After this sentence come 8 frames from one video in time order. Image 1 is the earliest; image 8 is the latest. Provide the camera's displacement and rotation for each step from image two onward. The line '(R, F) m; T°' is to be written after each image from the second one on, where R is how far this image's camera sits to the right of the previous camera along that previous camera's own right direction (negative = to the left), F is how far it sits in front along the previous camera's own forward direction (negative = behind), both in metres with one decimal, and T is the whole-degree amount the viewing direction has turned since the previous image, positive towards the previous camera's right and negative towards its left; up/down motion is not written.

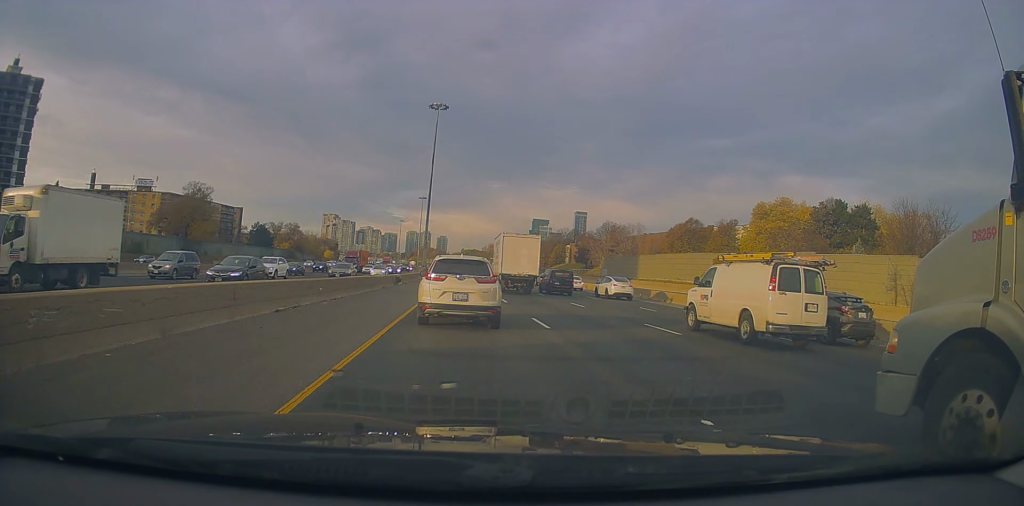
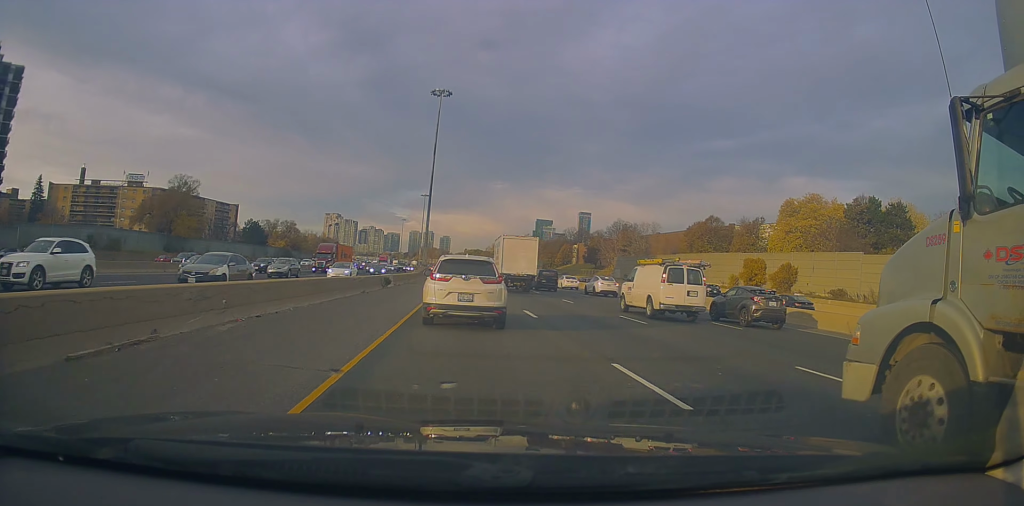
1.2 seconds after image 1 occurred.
(+0.5, +9.2) m; 0°
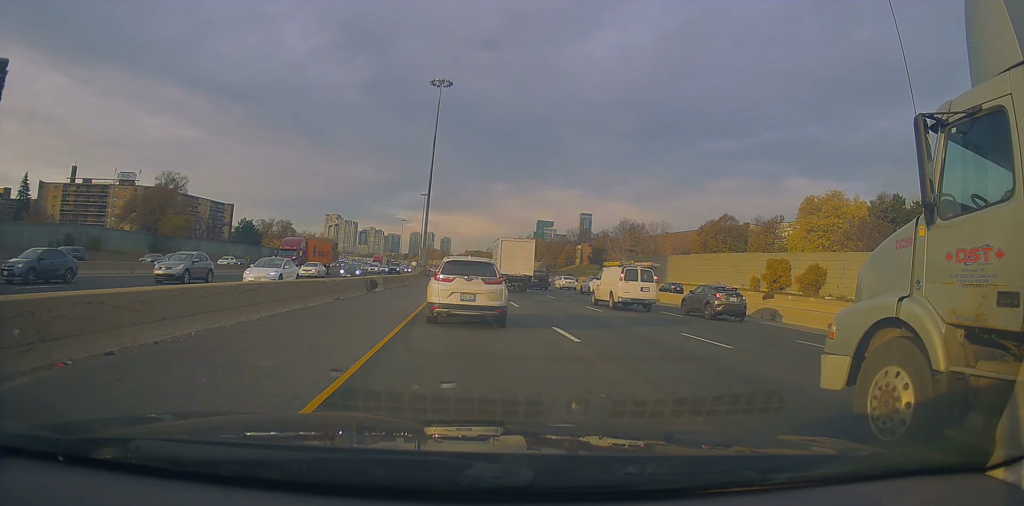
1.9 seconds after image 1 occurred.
(-0.2, +6.1) m; -3°
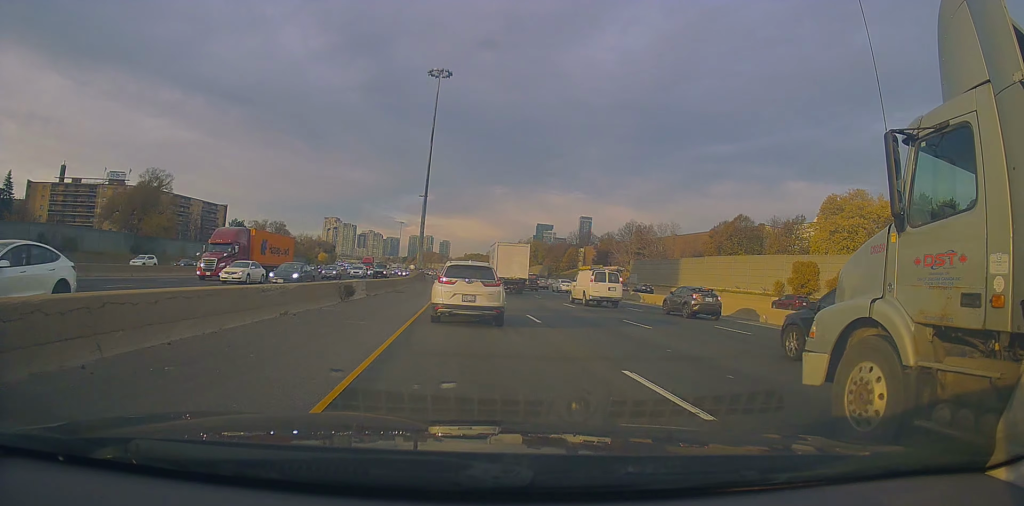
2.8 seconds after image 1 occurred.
(-0.1, +6.2) m; 0°
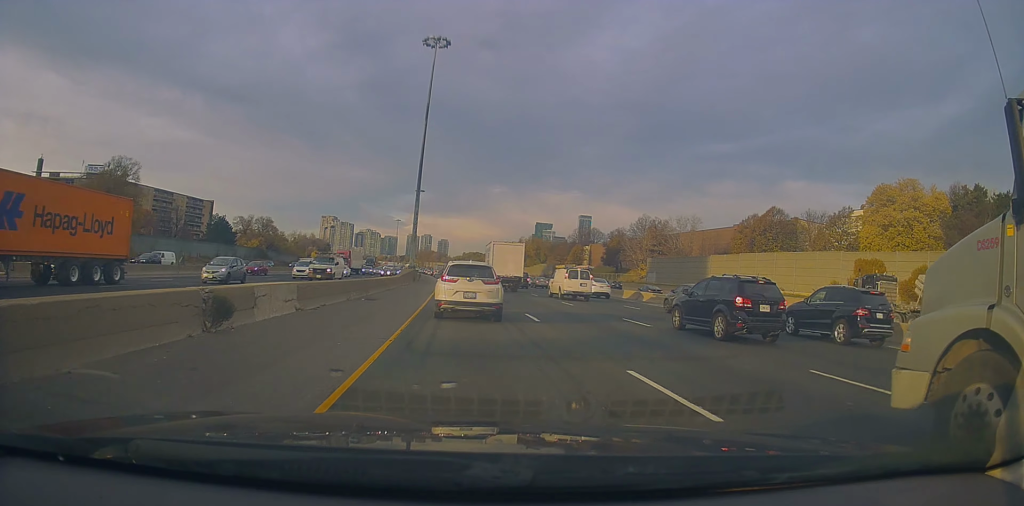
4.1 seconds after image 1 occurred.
(+0.3, +10.9) m; +1°
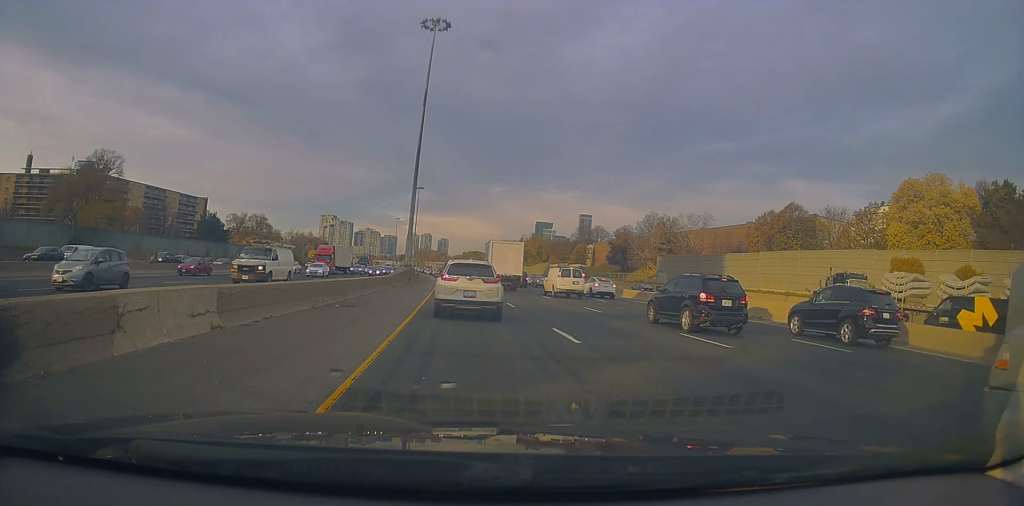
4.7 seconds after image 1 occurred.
(+0.1, +5.3) m; -2°
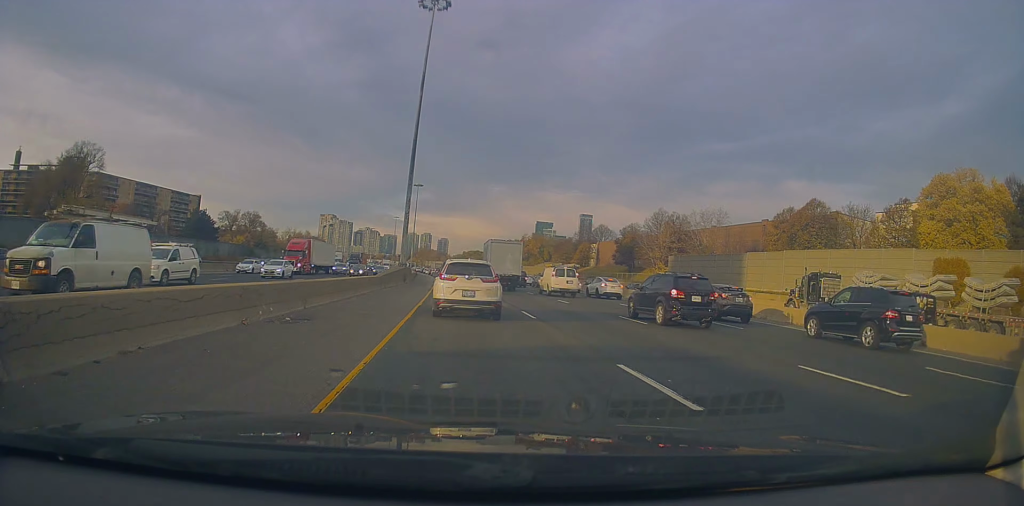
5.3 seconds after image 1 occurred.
(-0.3, +5.8) m; -1°
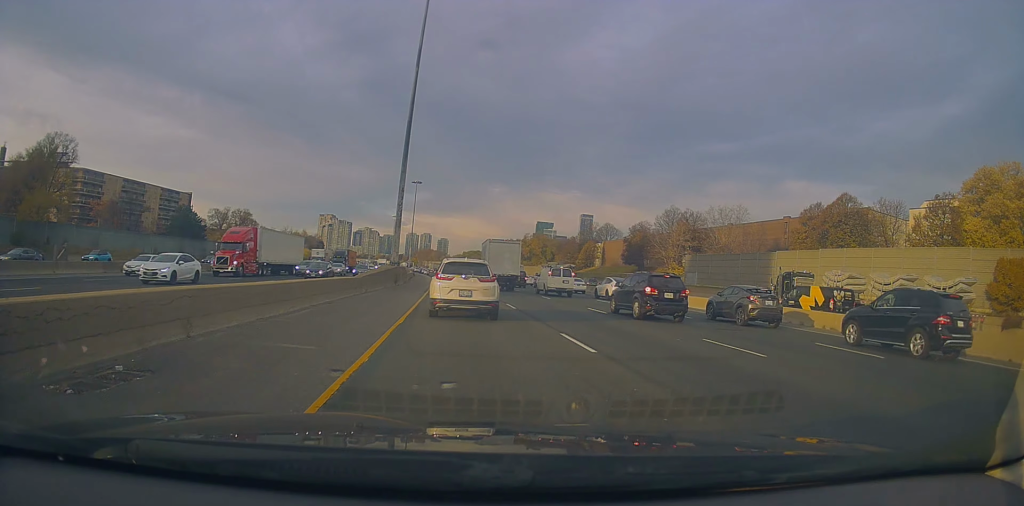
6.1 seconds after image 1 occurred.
(-0.1, +7.6) m; -1°
